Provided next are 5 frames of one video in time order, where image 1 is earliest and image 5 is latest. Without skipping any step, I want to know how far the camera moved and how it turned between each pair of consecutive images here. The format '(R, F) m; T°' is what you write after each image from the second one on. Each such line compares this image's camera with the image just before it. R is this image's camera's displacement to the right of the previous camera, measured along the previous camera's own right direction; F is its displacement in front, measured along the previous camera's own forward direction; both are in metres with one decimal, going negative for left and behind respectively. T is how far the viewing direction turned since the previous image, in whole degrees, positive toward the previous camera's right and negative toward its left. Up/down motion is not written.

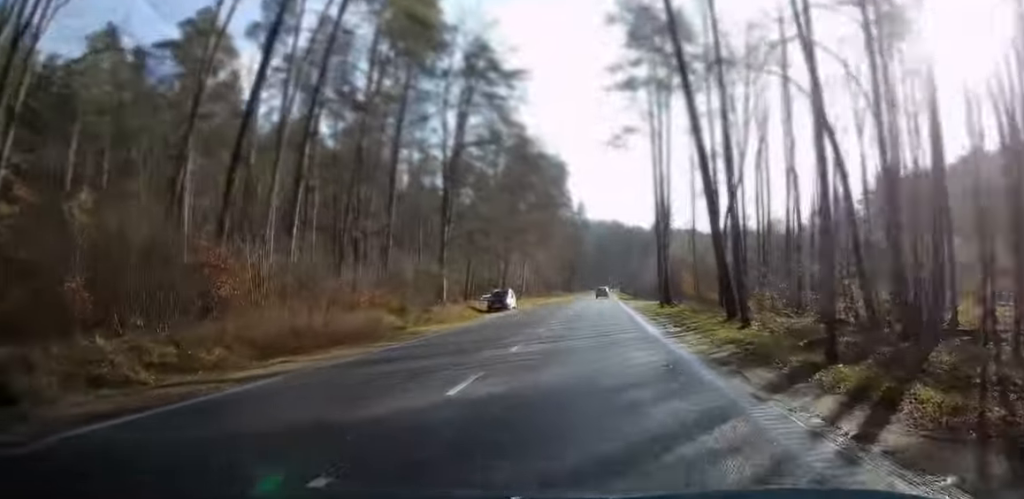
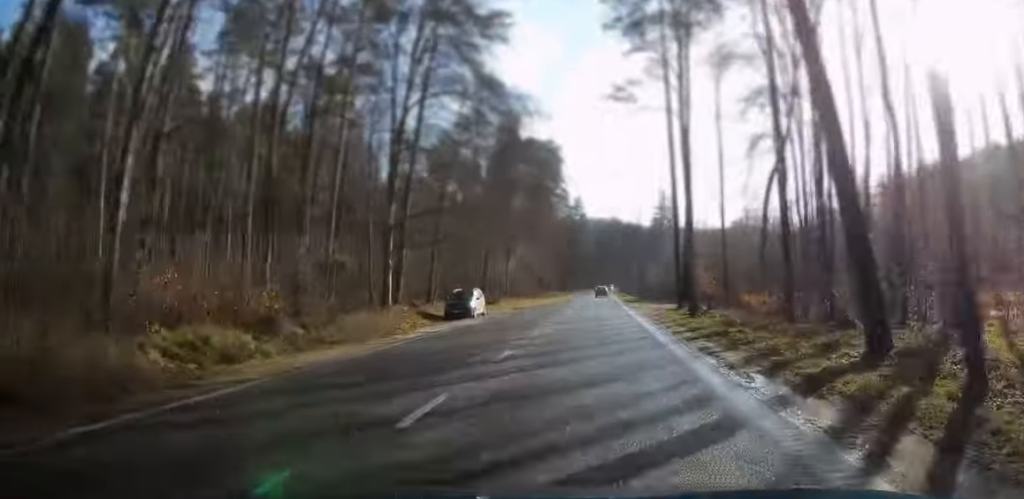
(0.0, +14.0) m; 0°
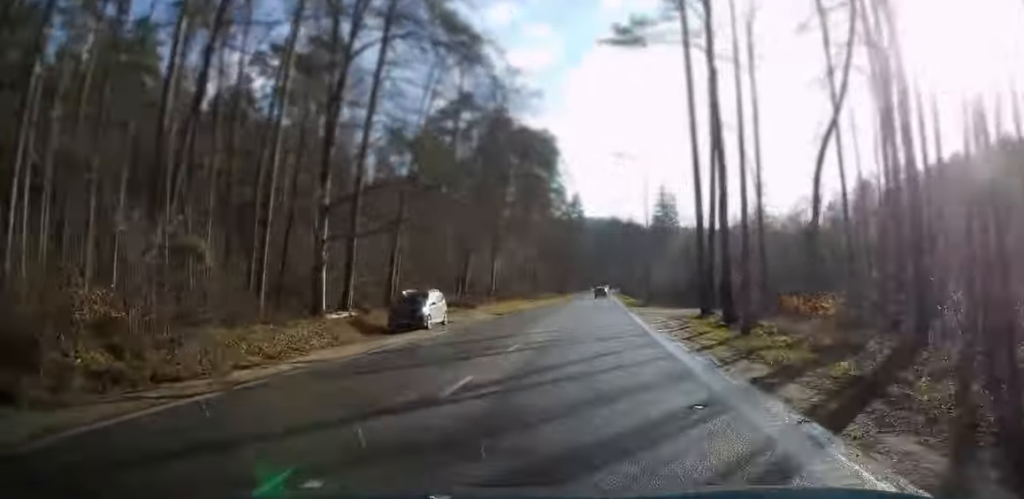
(0.0, +10.1) m; 0°
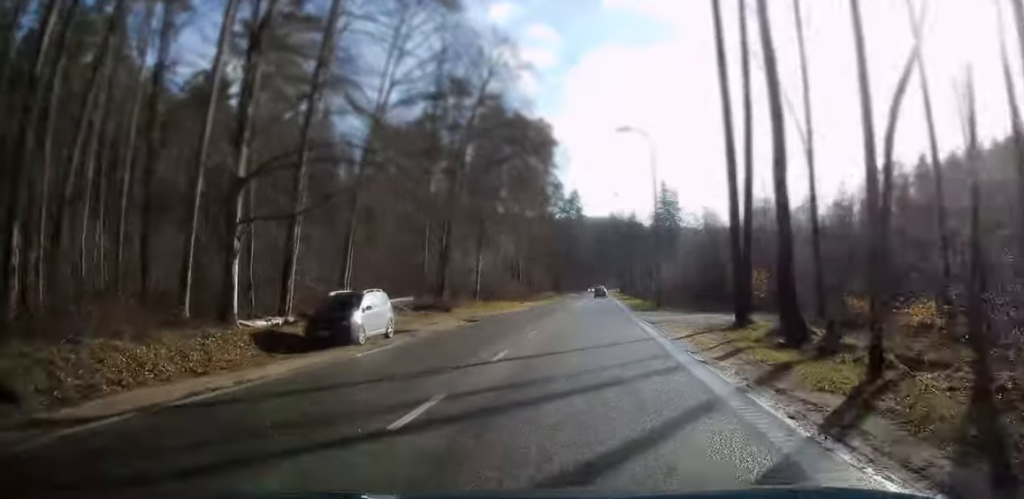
(0.0, +8.1) m; 0°
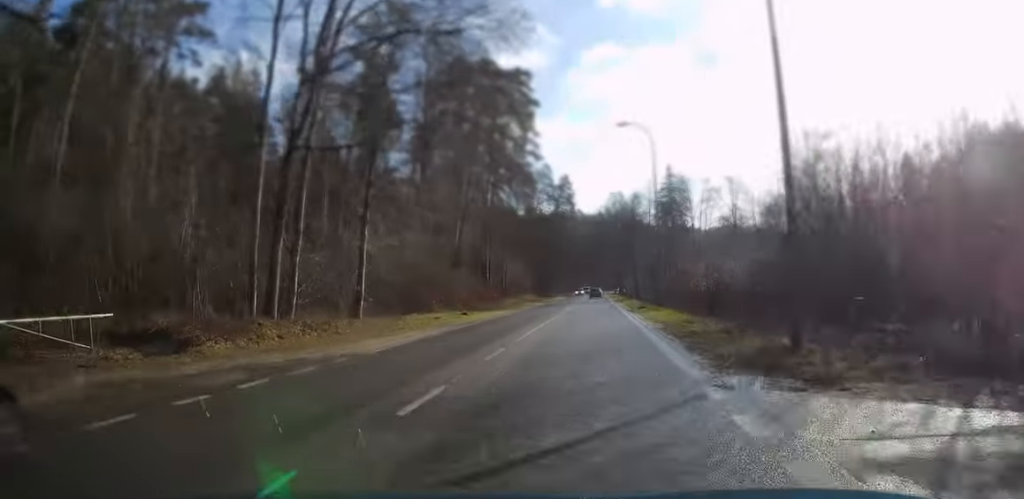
(+0.1, +29.1) m; 0°
